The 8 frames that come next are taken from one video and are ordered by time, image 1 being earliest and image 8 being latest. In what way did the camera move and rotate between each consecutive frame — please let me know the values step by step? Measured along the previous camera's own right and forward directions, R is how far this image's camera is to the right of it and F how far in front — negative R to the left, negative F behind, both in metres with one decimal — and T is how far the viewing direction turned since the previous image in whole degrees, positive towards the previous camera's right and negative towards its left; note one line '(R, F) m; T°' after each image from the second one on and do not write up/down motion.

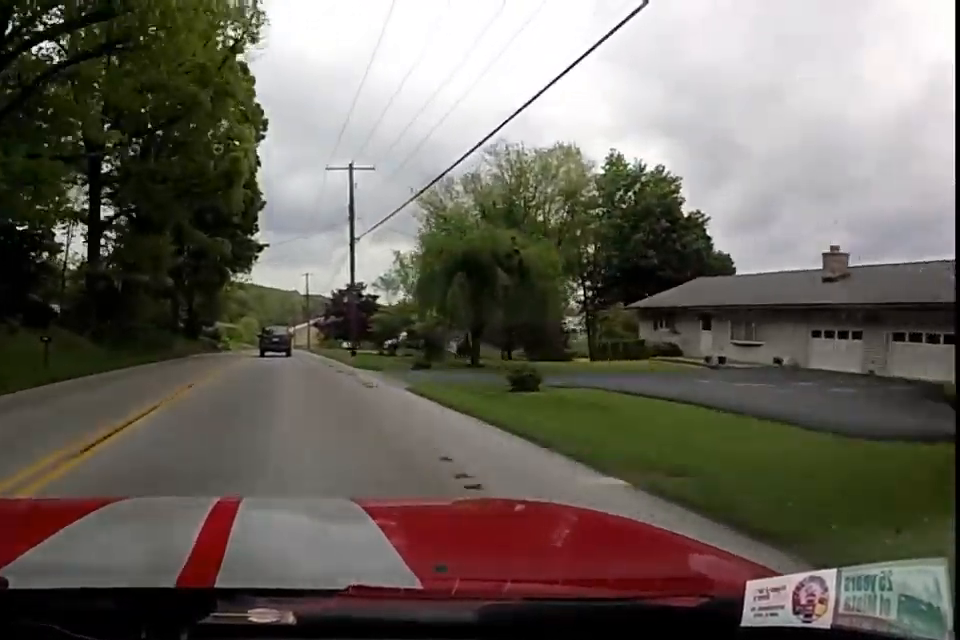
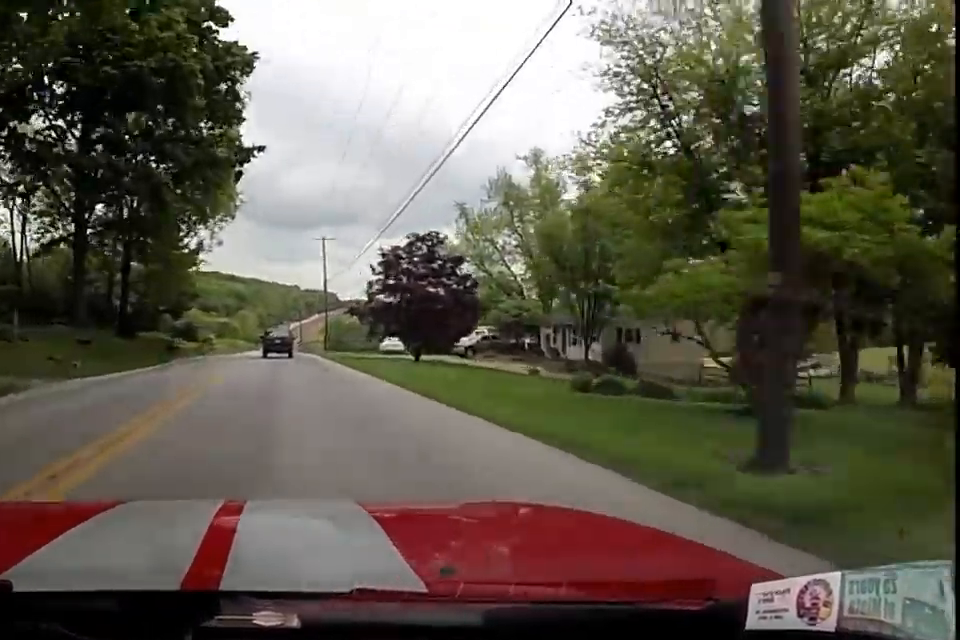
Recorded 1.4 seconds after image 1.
(+1.3, +33.0) m; +3°
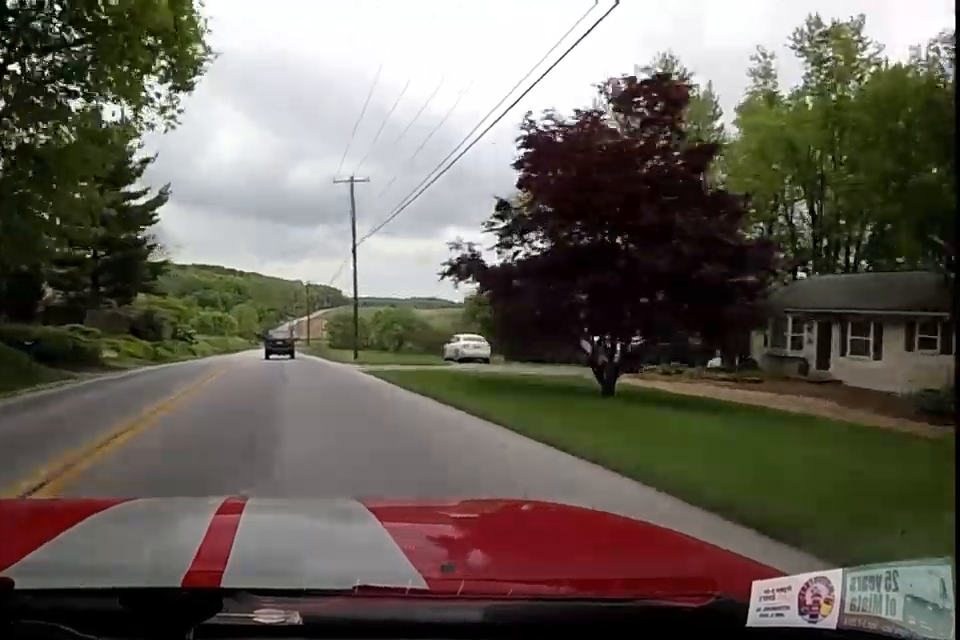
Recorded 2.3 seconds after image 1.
(0.0, +23.7) m; 0°
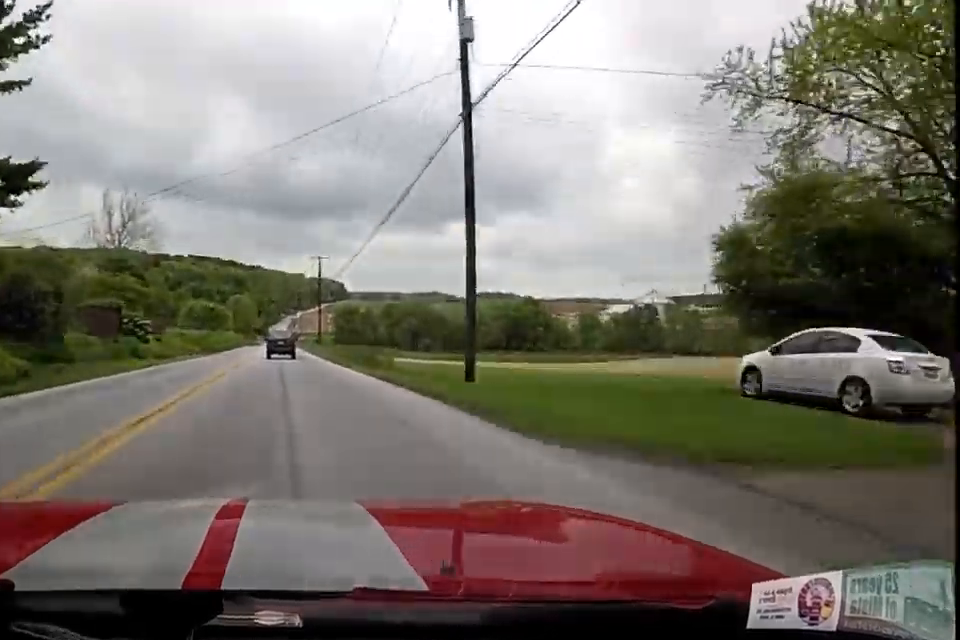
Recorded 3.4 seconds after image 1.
(-0.1, +25.4) m; -1°
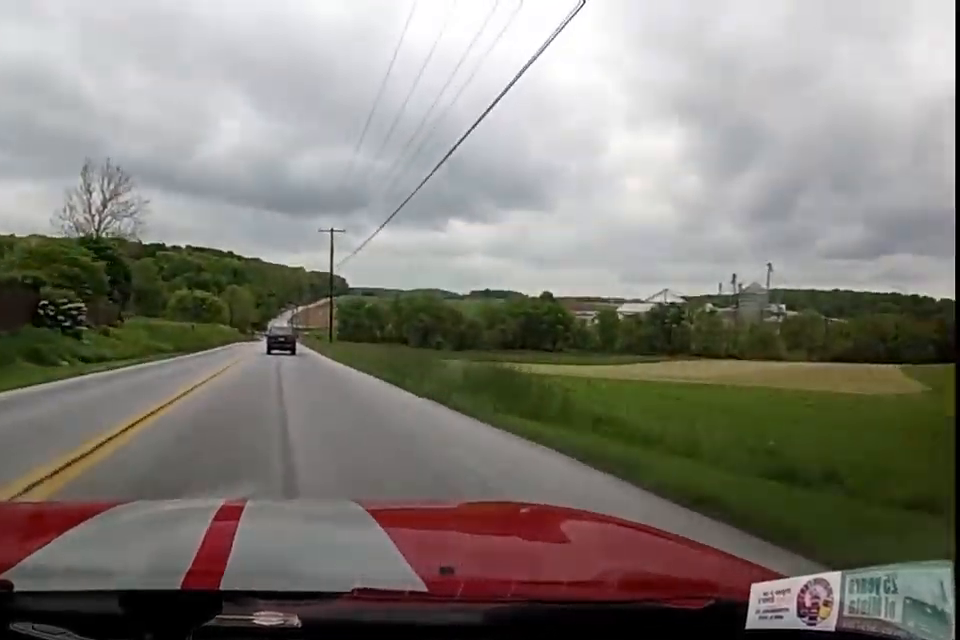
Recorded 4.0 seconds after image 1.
(-0.1, +16.6) m; 0°
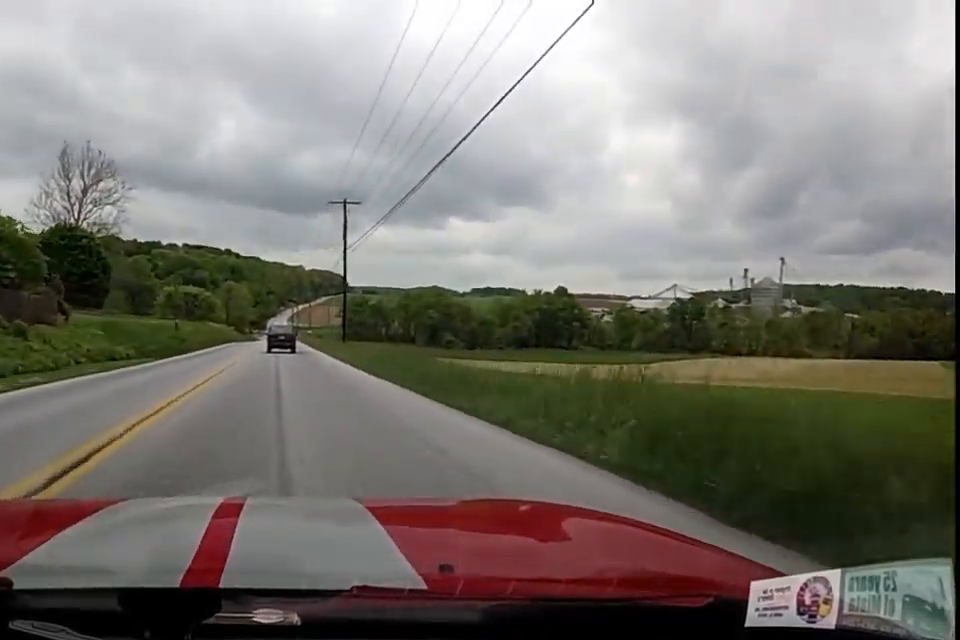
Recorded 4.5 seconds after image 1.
(-0.2, +12.5) m; 0°
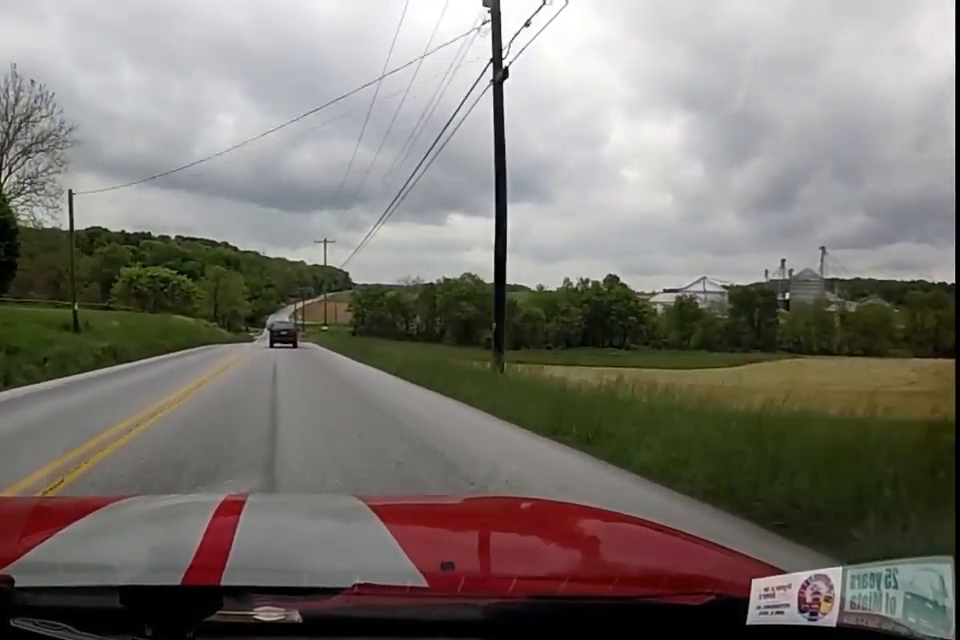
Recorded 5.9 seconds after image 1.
(+0.5, +33.4) m; +1°
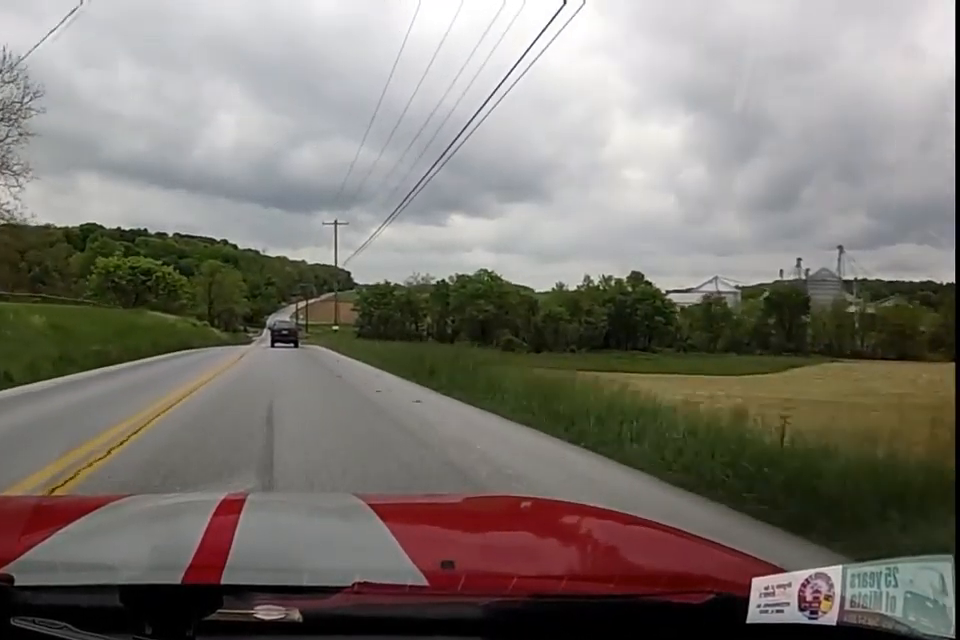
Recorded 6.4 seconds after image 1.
(0.0, +12.6) m; 0°
